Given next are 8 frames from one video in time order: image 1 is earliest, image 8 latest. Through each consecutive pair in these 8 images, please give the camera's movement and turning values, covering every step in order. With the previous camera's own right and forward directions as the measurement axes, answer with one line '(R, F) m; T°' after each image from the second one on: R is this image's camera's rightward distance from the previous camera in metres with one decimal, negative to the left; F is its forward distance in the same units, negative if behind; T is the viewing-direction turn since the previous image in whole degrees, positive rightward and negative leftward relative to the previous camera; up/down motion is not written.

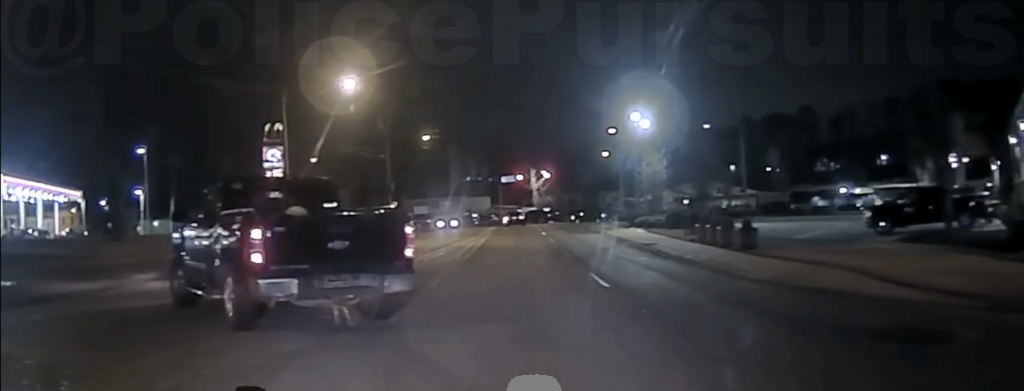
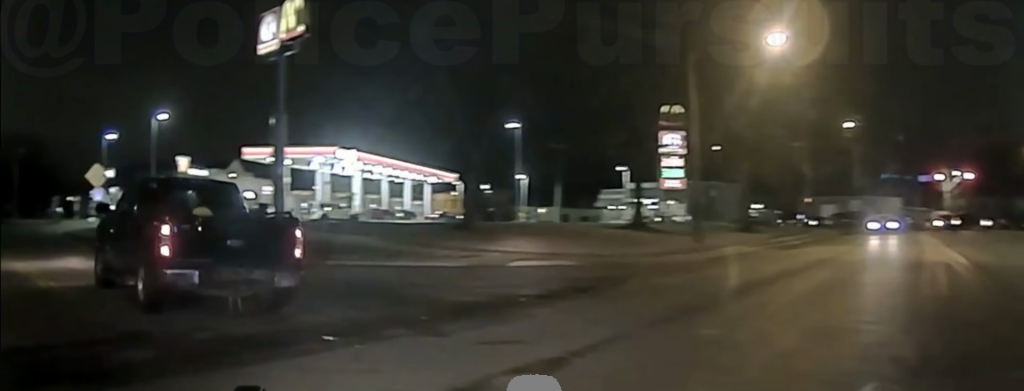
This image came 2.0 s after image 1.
(-2.1, +11.2) m; -21°
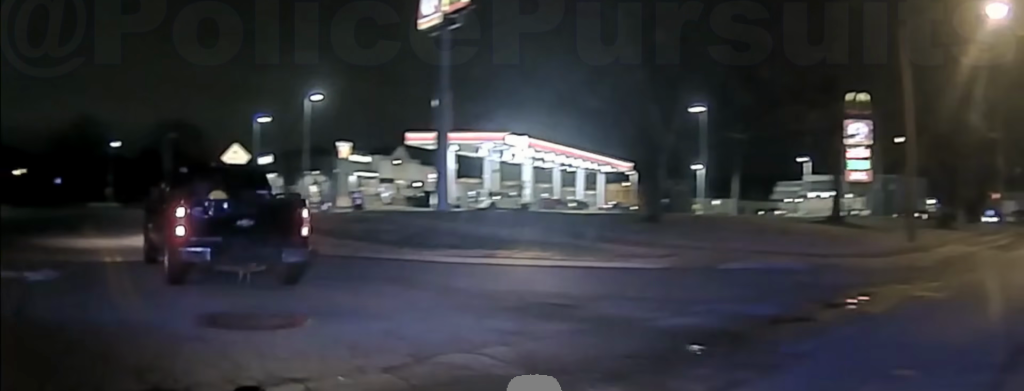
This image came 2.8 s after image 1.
(-0.3, +4.5) m; -11°
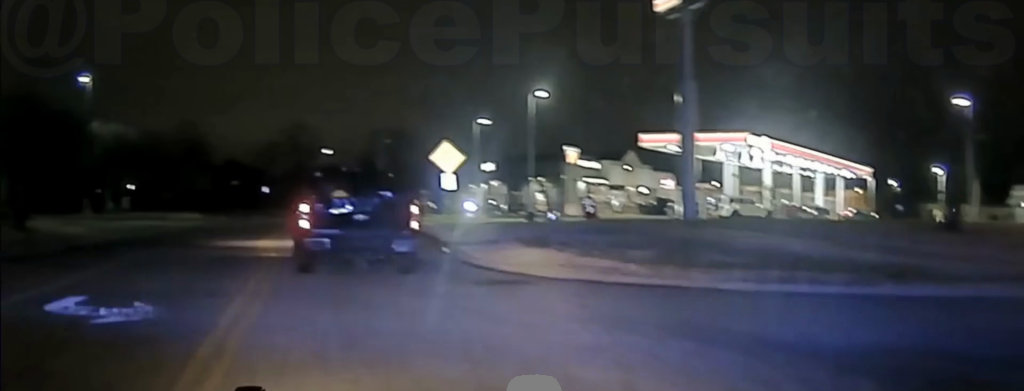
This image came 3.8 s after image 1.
(-0.9, +5.7) m; -15°
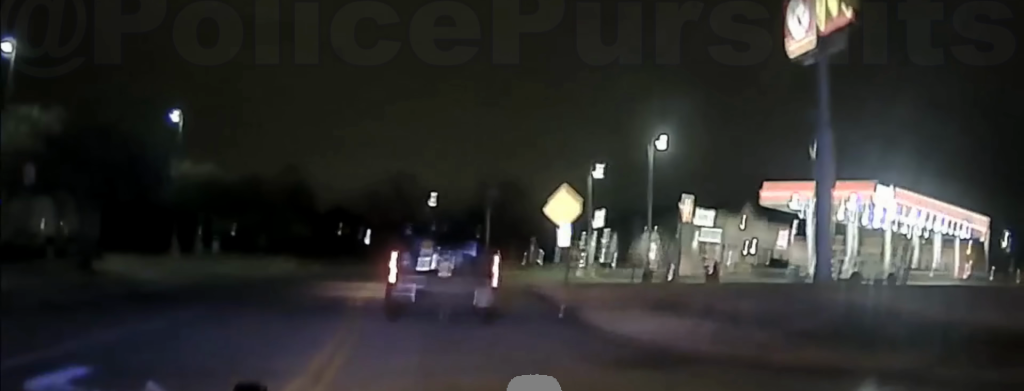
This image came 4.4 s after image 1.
(-0.3, +3.0) m; -5°
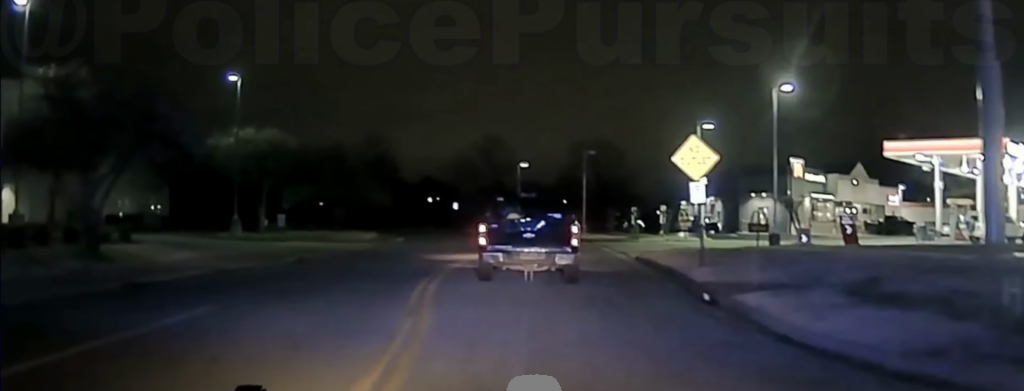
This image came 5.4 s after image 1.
(-0.3, +5.0) m; -5°
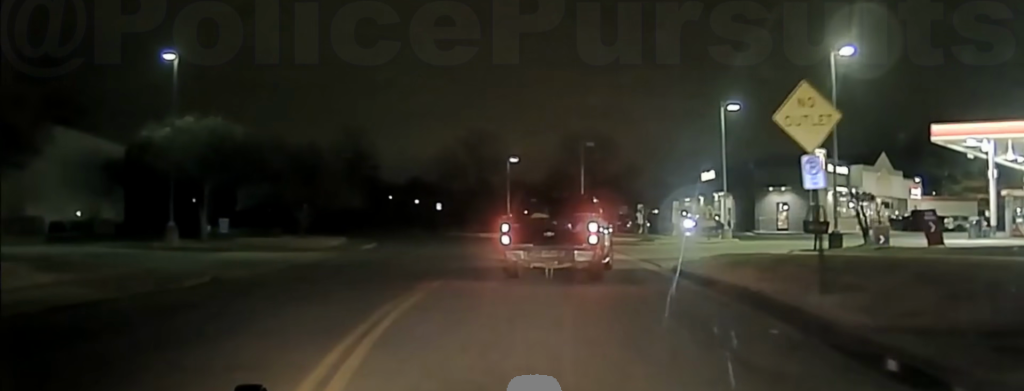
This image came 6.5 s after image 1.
(-0.2, +6.1) m; -3°
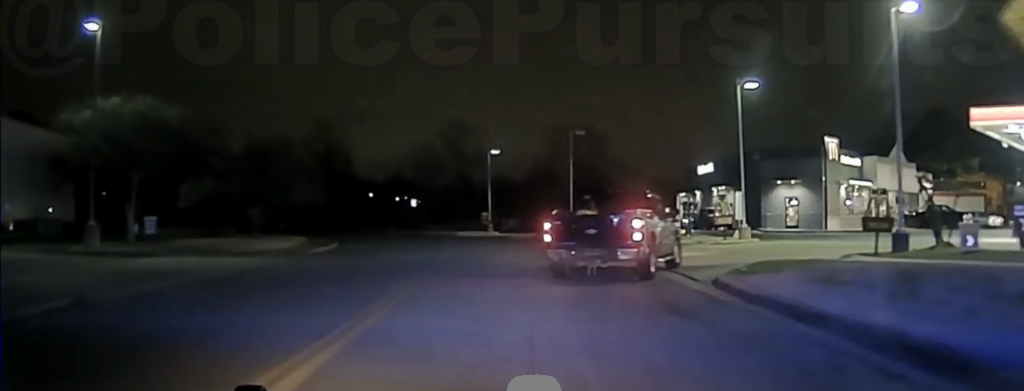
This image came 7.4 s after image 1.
(-0.1, +5.3) m; +2°
